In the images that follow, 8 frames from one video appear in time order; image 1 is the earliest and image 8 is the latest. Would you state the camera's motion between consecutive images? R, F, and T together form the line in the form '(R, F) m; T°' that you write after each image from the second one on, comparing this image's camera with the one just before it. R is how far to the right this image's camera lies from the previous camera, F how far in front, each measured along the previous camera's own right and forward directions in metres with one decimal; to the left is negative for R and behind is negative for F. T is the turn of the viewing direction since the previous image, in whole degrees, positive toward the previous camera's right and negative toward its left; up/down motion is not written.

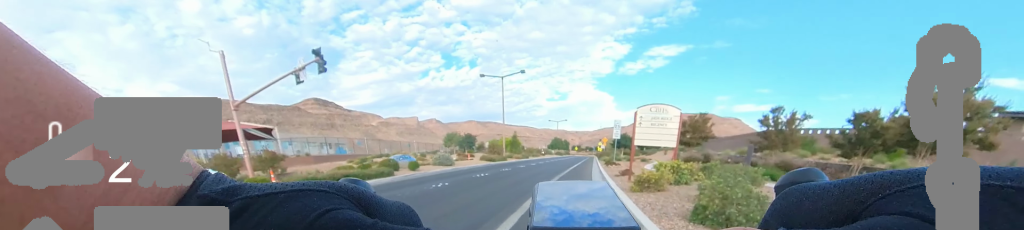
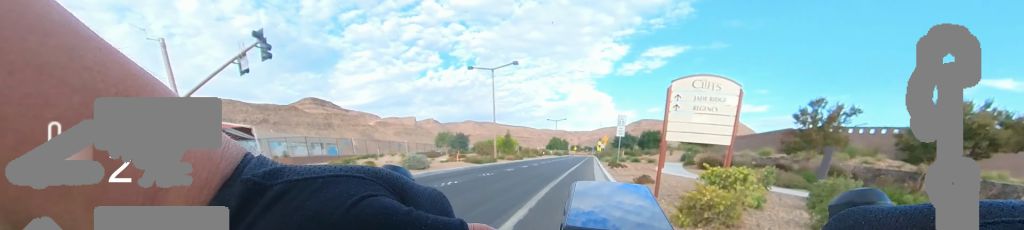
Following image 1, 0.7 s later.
(0.0, +3.2) m; 0°
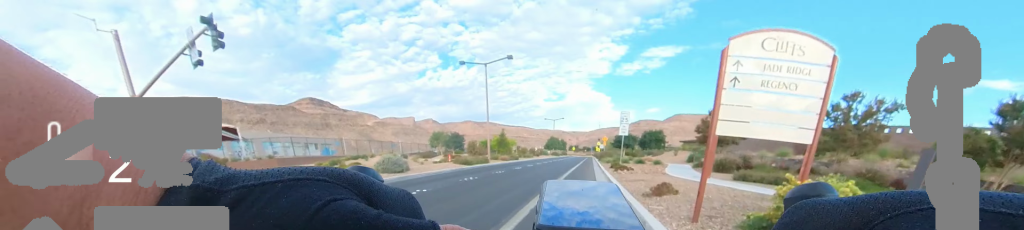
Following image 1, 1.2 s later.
(0.0, +2.0) m; 0°
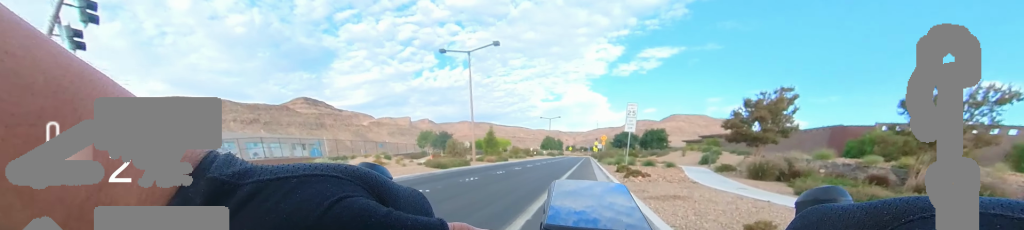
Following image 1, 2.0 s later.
(0.0, +3.5) m; 0°
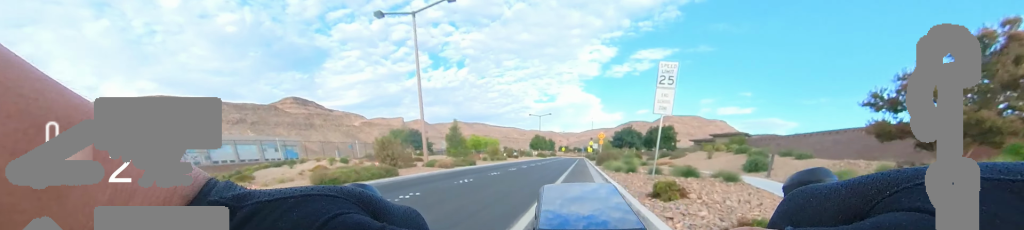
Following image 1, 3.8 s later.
(0.0, +7.5) m; 0°
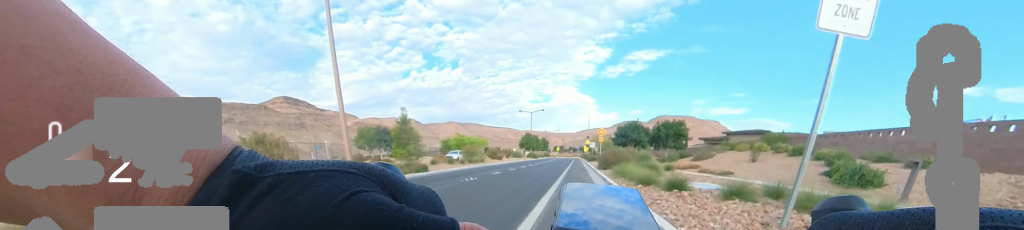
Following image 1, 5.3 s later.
(0.0, +6.3) m; 0°
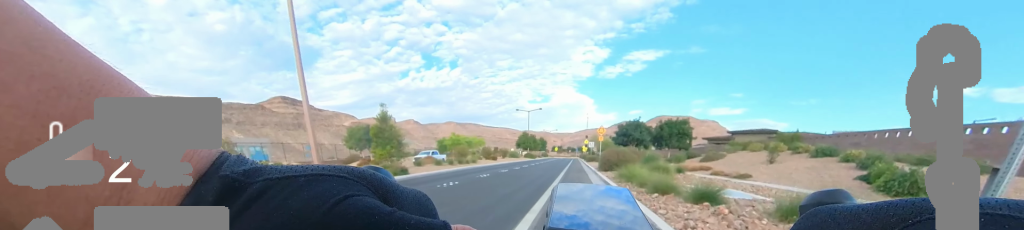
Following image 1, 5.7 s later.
(0.0, +1.7) m; 0°
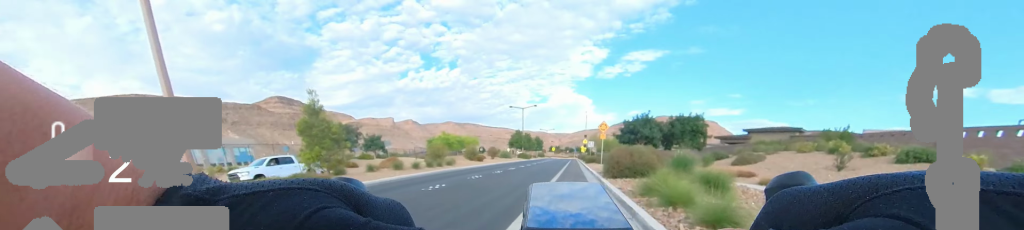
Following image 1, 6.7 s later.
(0.0, +4.3) m; +1°
